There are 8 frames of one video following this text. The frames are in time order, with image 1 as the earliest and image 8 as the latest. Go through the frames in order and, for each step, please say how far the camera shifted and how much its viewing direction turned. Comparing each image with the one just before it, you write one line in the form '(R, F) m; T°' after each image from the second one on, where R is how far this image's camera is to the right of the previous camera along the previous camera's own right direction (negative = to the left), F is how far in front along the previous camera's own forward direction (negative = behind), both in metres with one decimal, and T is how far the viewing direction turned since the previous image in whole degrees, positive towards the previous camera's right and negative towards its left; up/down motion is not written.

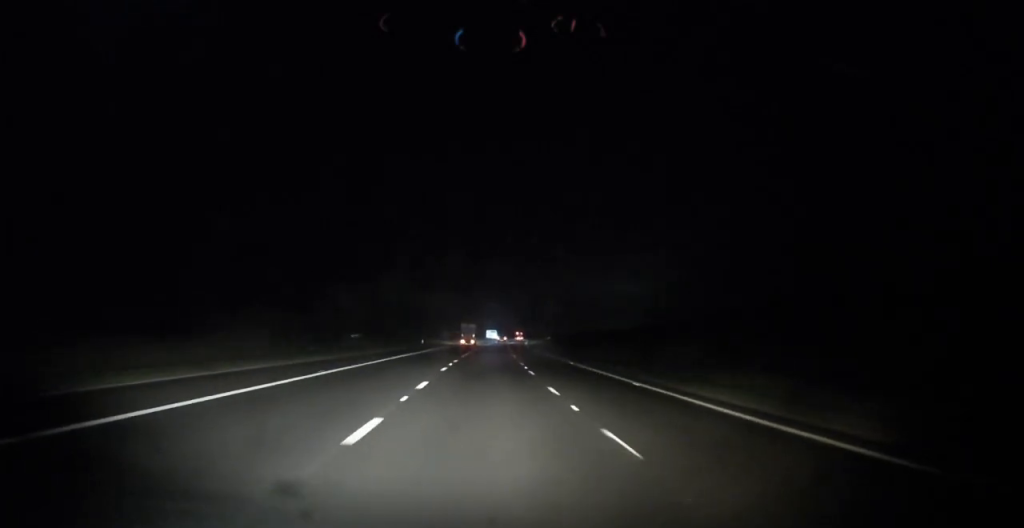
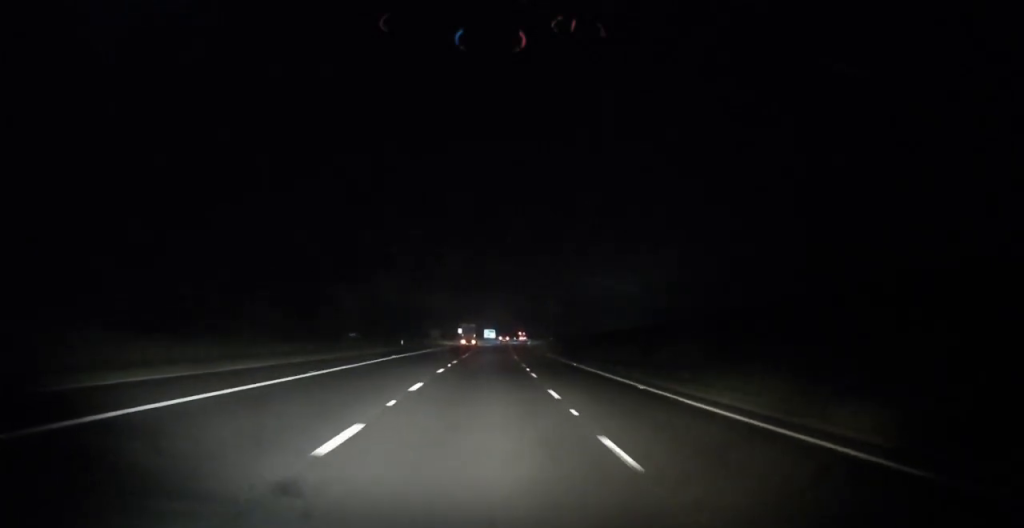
(+0.1, +19.4) m; 0°
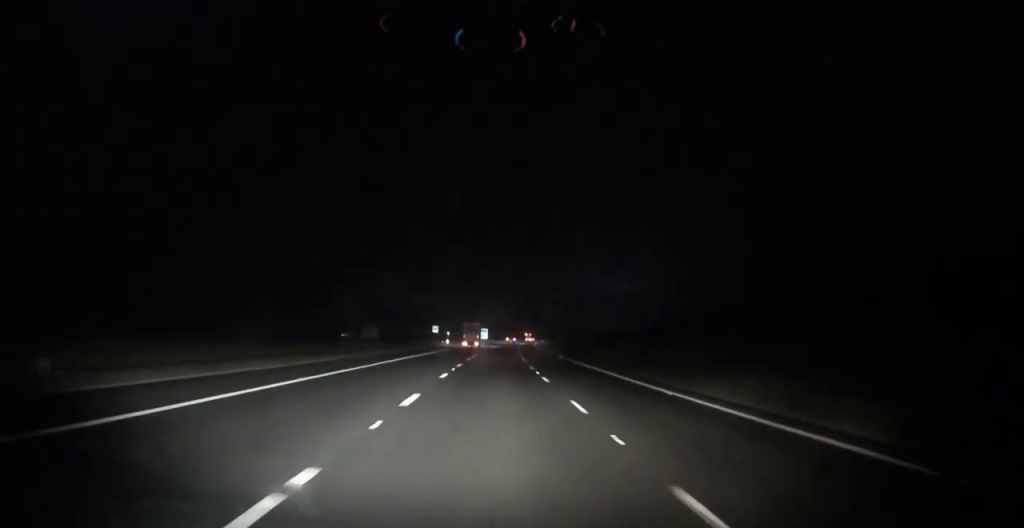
(0.0, +57.6) m; +1°
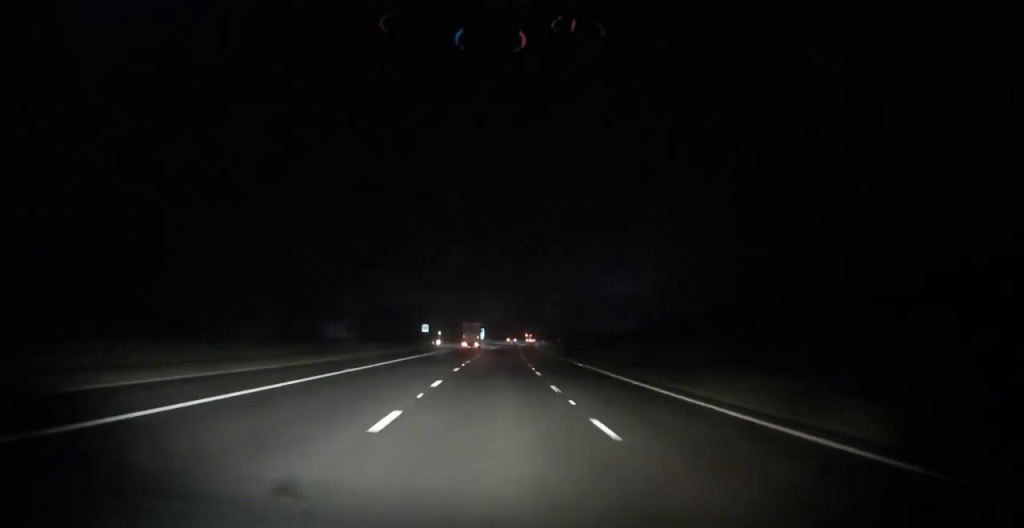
(0.0, +12.8) m; 0°
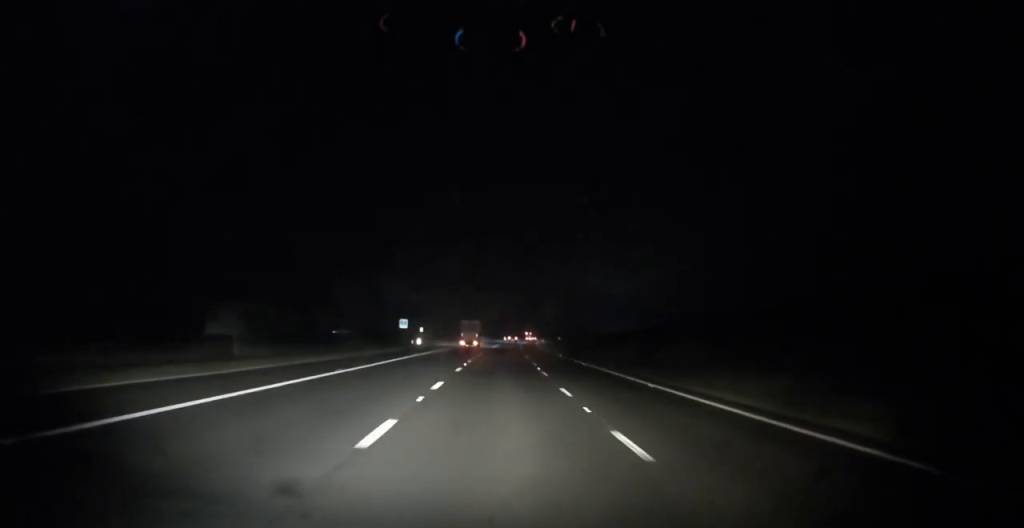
(+0.1, +19.8) m; 0°
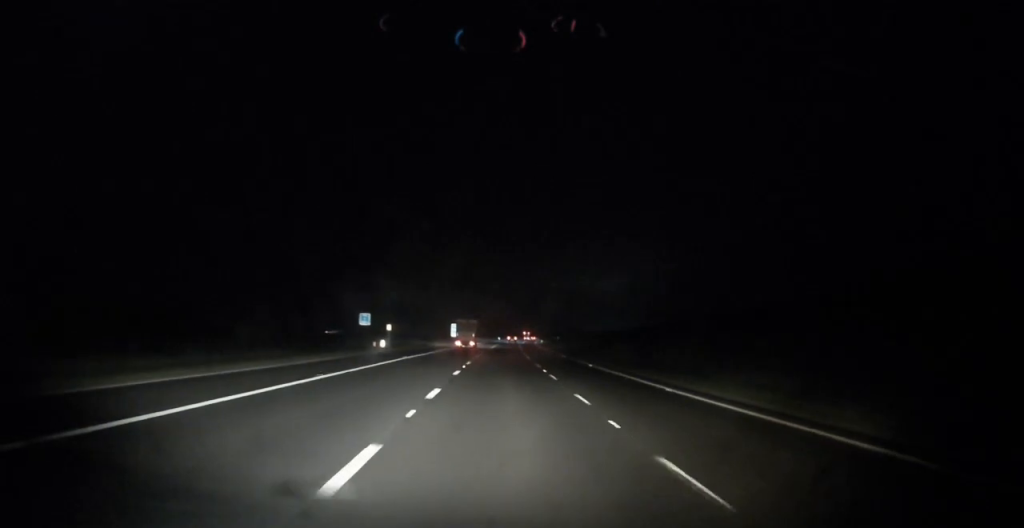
(+0.1, +20.8) m; 0°
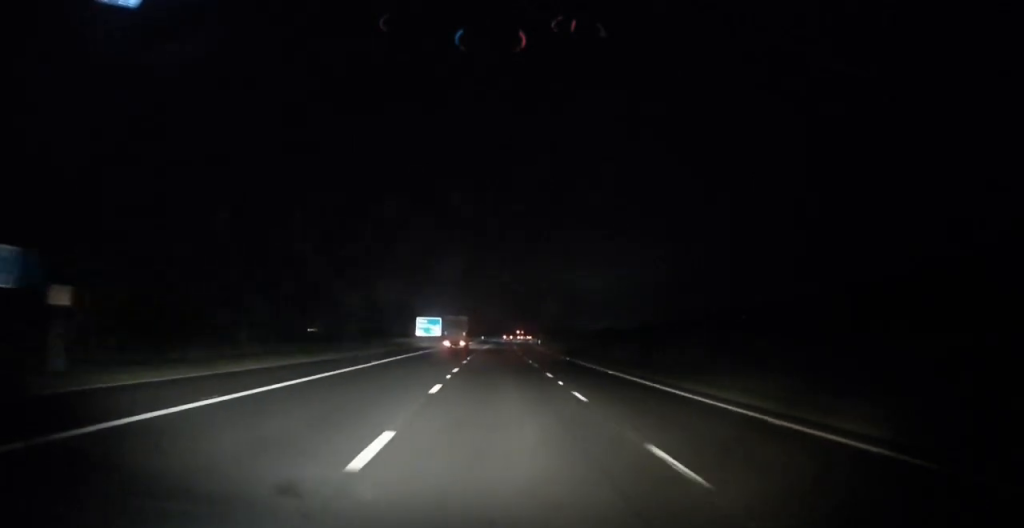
(+0.3, +44.6) m; +1°
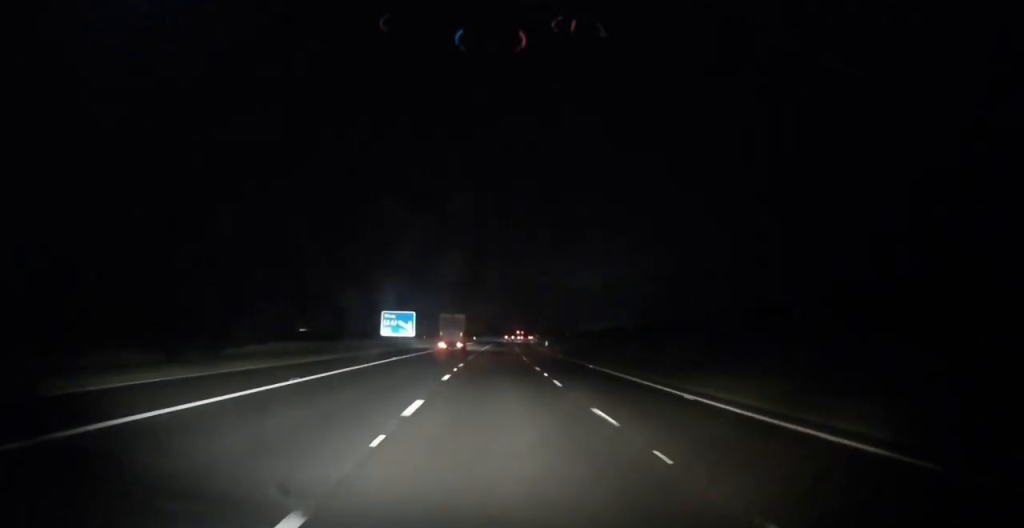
(+0.3, +30.8) m; +1°
